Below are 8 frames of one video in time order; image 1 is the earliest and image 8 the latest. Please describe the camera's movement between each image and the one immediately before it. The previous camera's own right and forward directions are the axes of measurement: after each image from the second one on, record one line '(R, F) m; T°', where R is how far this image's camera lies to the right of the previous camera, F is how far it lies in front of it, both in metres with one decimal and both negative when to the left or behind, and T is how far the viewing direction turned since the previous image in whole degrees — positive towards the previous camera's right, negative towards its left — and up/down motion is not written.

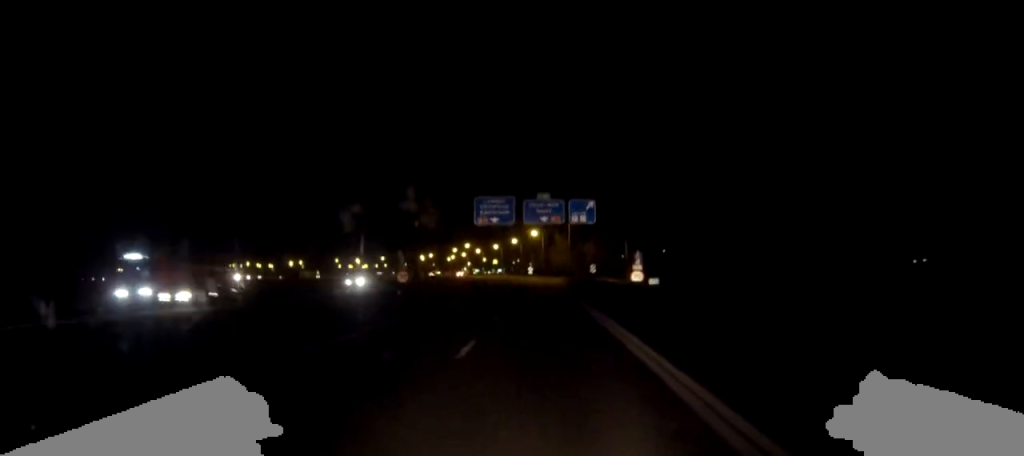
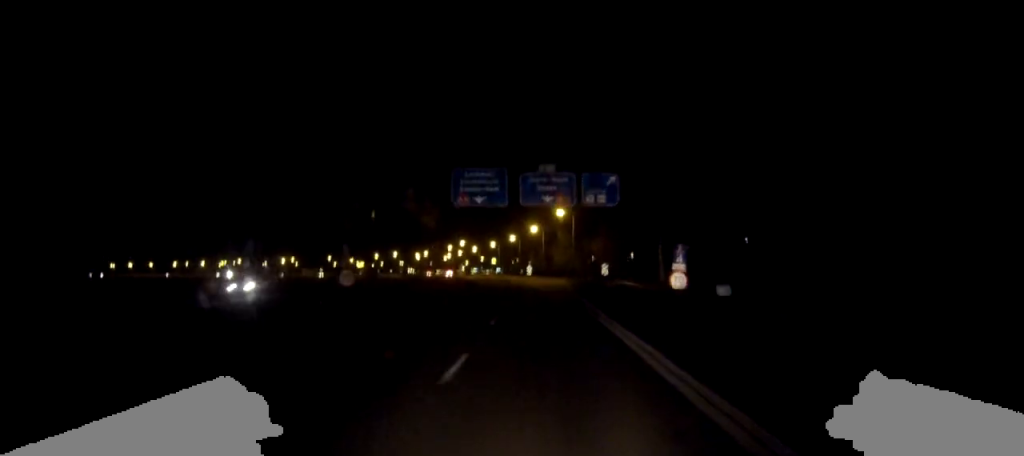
(0.0, +15.1) m; 0°
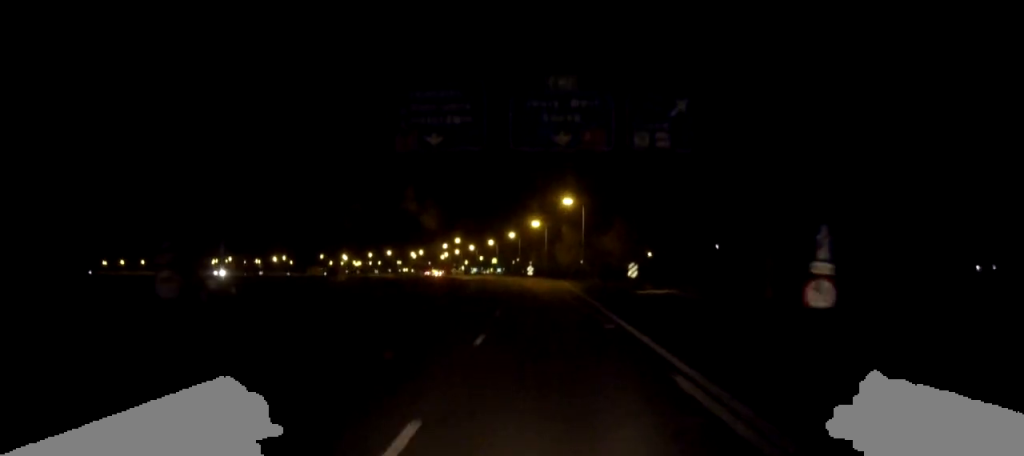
(0.0, +18.5) m; 0°
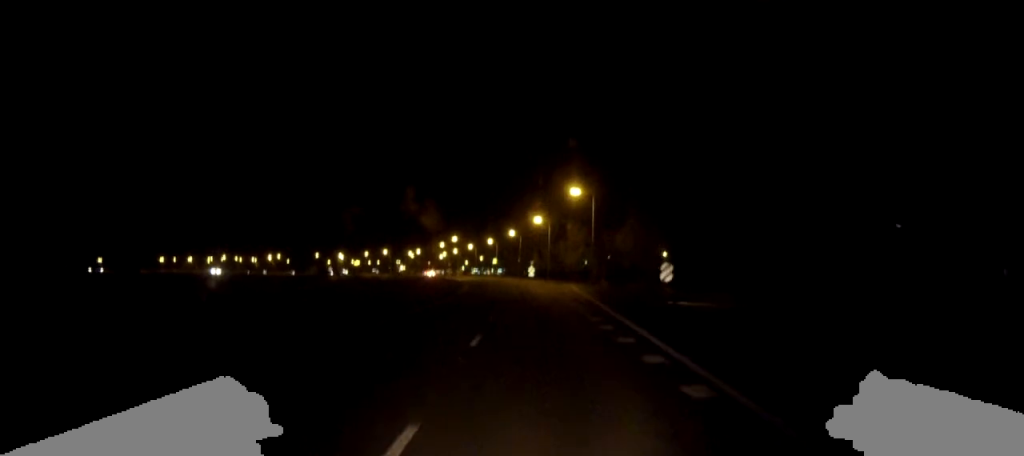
(0.0, +12.2) m; 0°
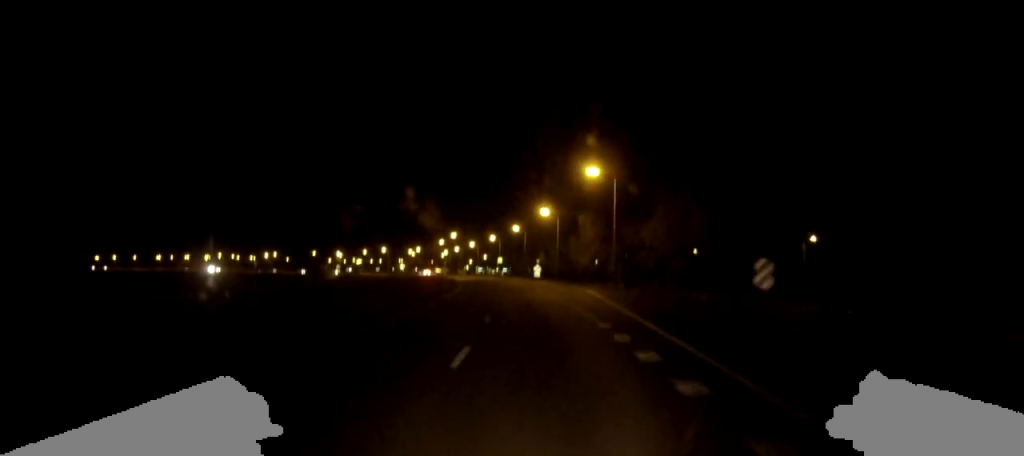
(-0.1, +15.6) m; -1°
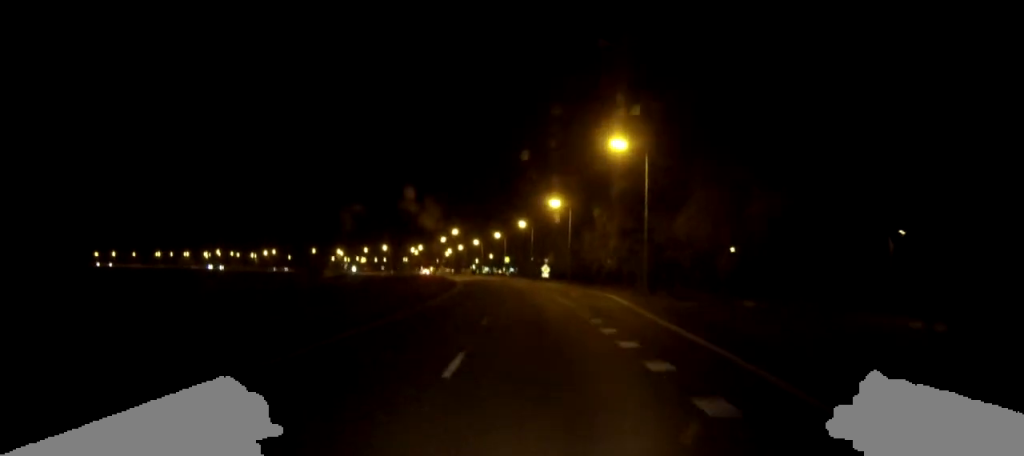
(-0.1, +13.6) m; -1°
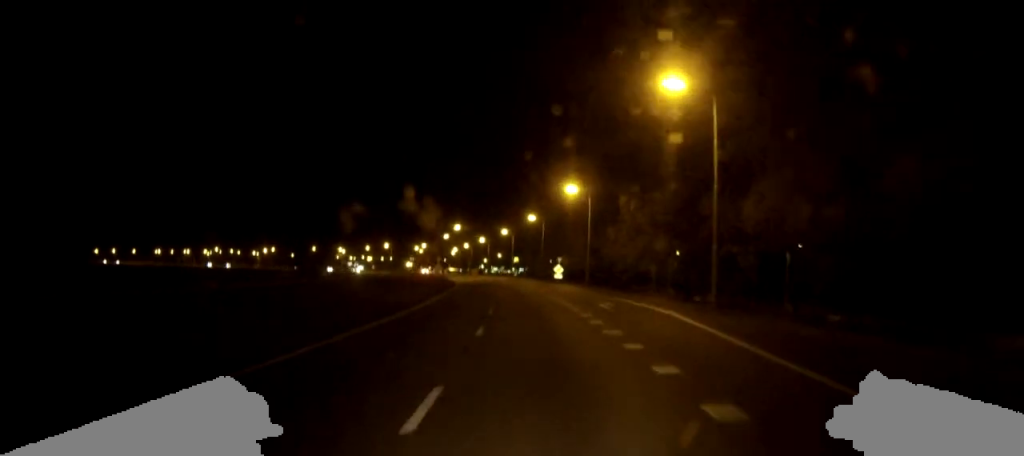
(-0.1, +16.3) m; 0°
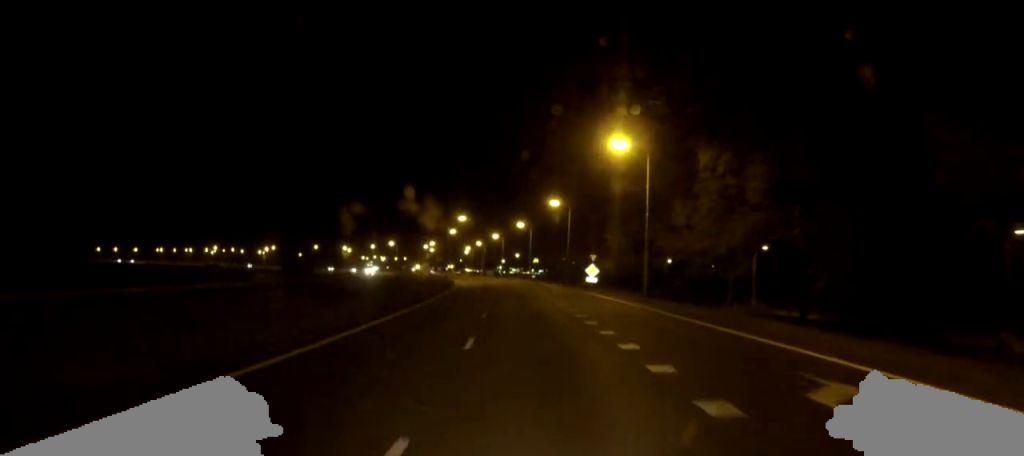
(-0.1, +27.3) m; -1°
